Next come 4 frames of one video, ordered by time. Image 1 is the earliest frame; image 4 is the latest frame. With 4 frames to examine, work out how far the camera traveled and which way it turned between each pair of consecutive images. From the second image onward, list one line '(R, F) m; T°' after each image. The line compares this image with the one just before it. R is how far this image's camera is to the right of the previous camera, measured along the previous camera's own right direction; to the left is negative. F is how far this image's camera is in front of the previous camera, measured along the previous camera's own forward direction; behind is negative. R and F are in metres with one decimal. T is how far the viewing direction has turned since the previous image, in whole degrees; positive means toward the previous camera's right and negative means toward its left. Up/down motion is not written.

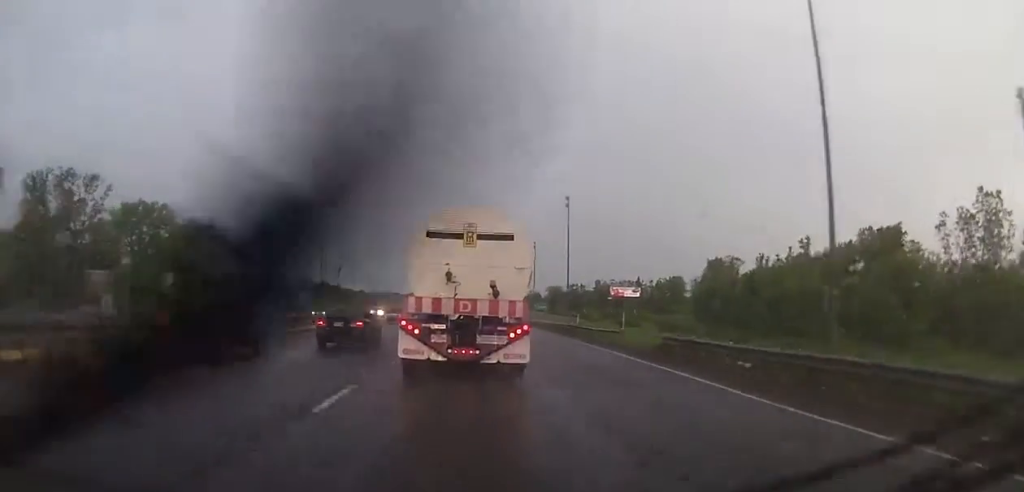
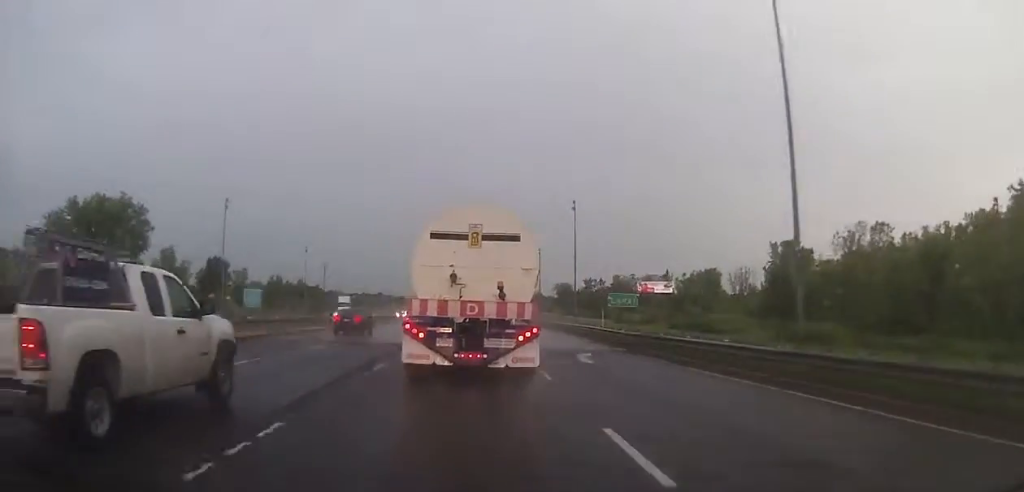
(+0.3, +58.2) m; +1°
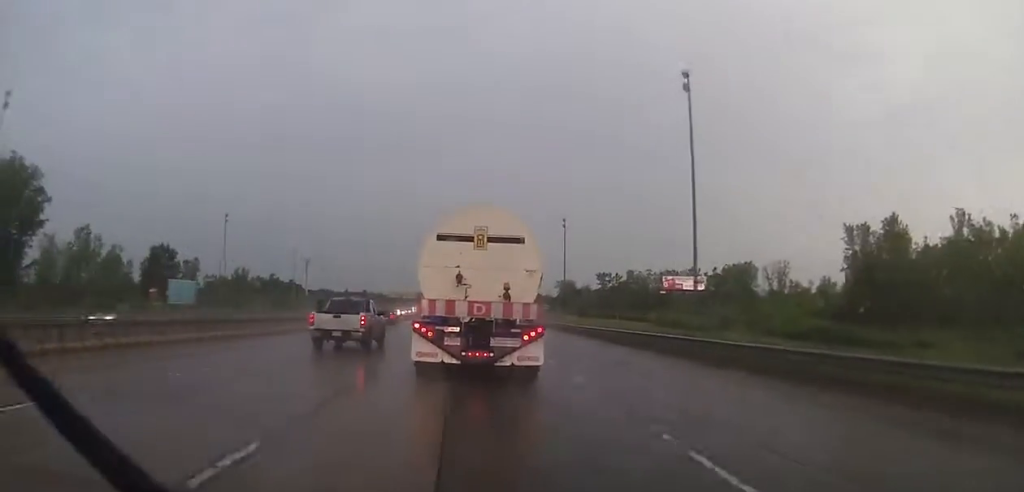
(-0.5, +45.7) m; 0°
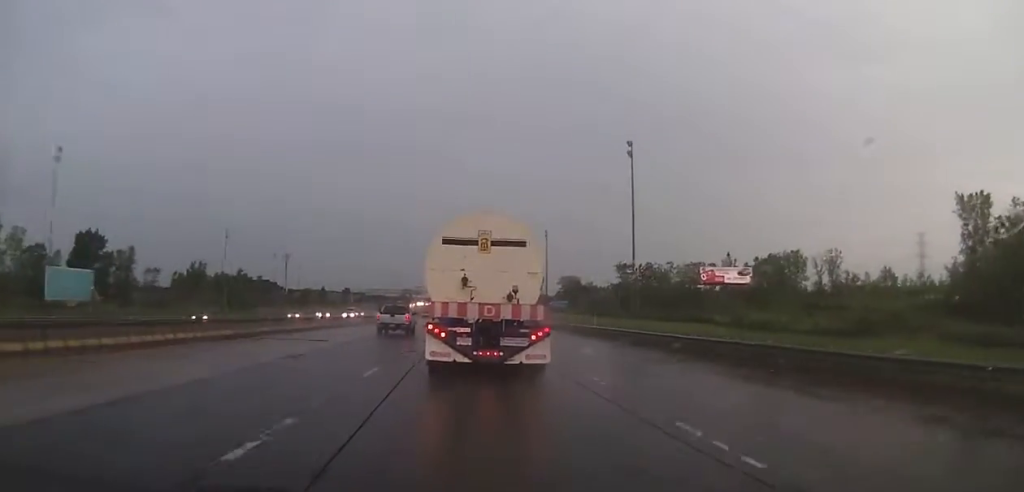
(-0.2, +44.3) m; -1°
